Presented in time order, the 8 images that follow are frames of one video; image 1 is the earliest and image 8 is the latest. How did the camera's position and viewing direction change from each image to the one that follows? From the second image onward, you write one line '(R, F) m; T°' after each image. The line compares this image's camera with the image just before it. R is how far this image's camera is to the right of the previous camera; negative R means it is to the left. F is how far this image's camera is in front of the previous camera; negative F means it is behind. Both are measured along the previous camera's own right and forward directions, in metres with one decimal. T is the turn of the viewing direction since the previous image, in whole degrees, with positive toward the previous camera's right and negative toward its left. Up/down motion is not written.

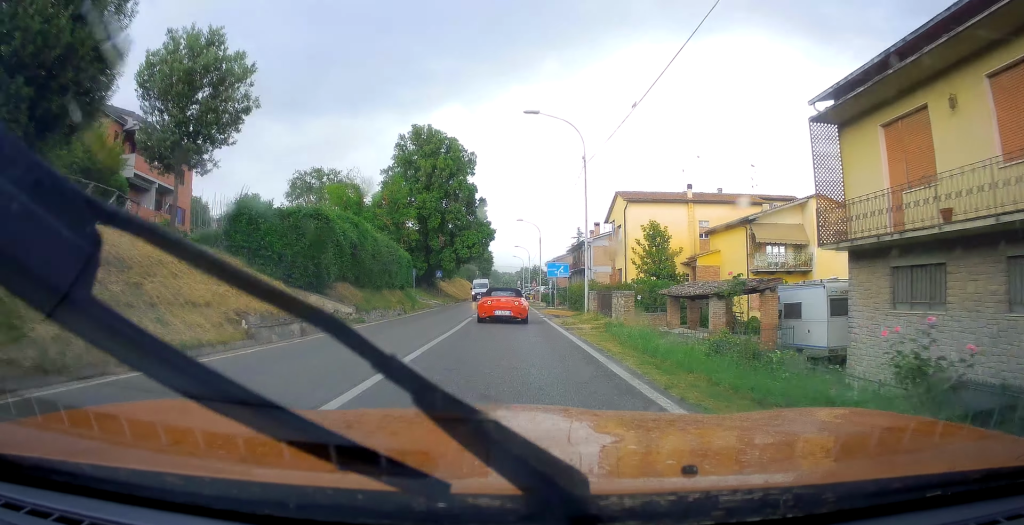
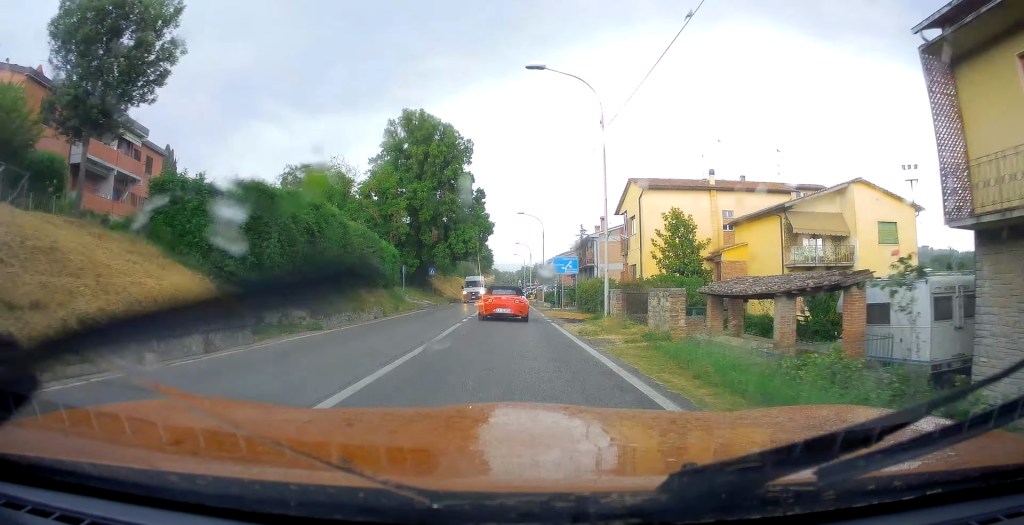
(-0.1, +5.3) m; +1°
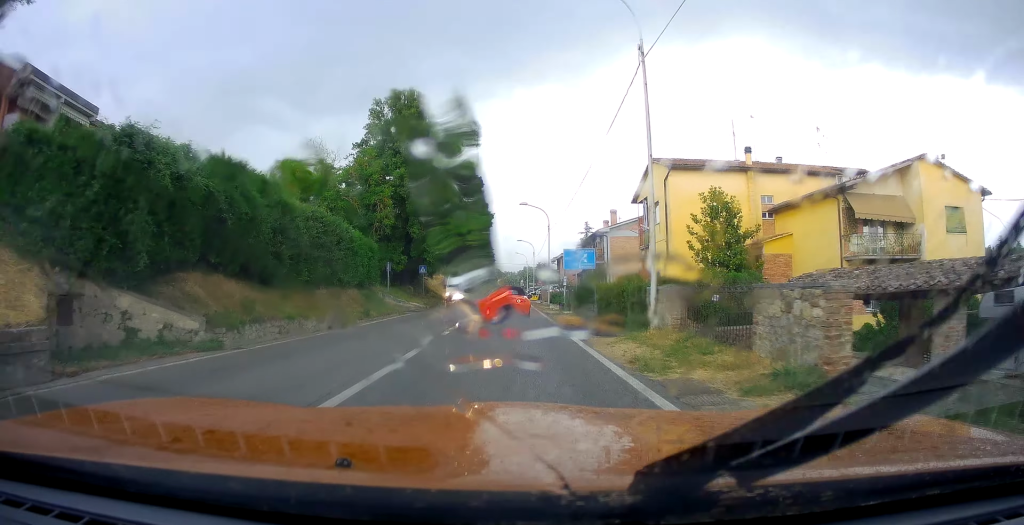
(+0.3, +7.1) m; +1°
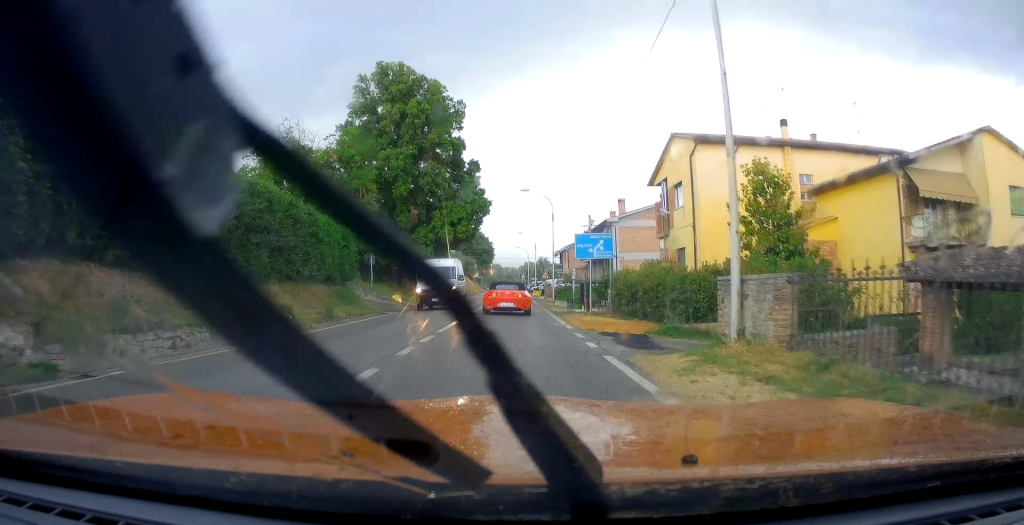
(+0.2, +5.2) m; +1°
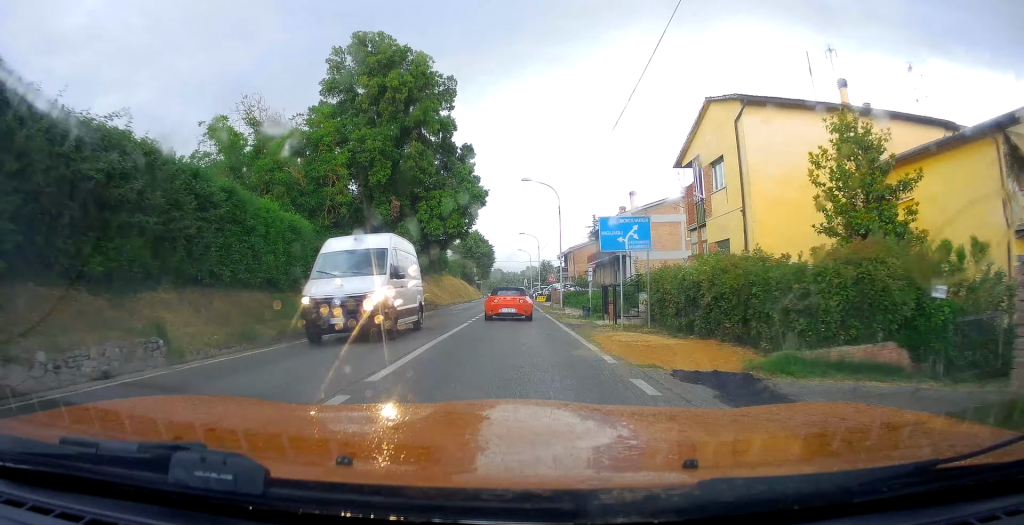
(-0.1, +6.9) m; -1°
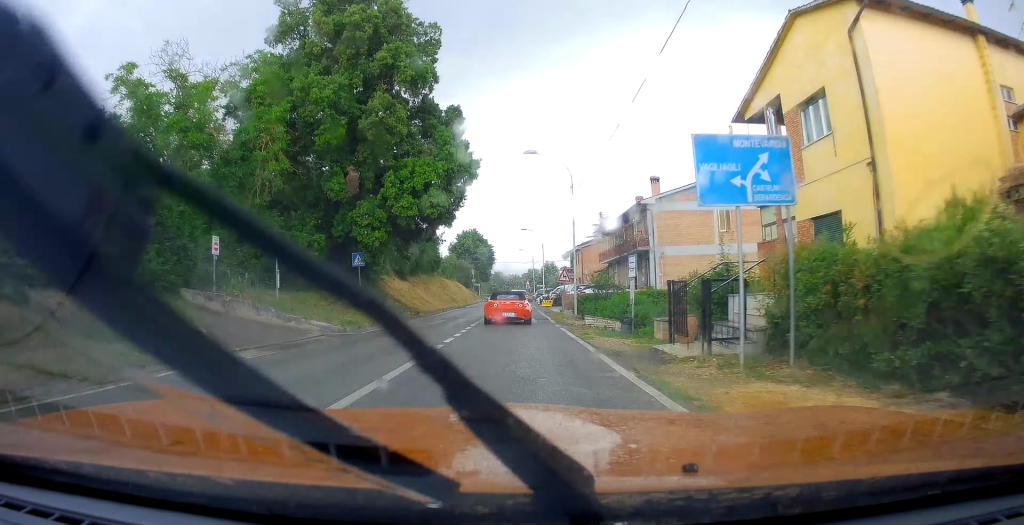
(-0.1, +9.6) m; -1°
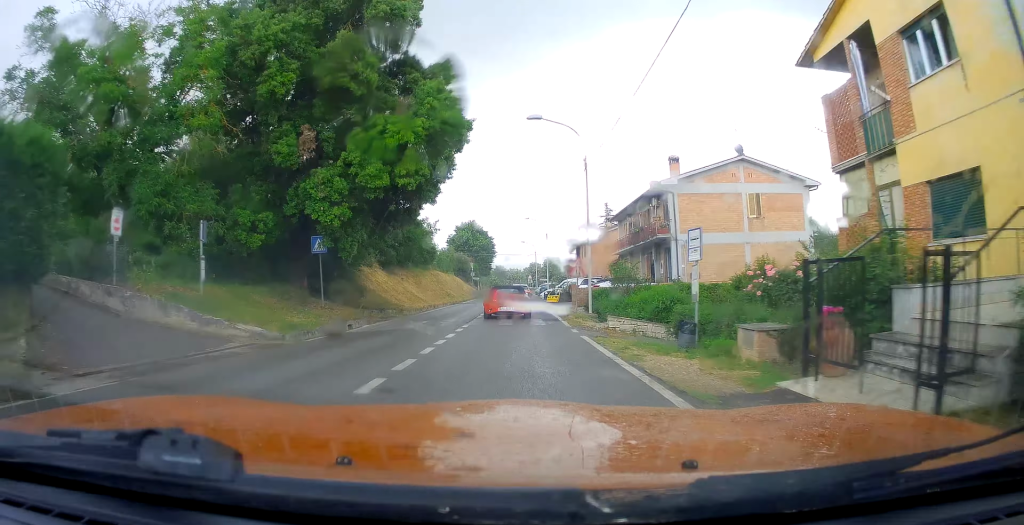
(0.0, +5.9) m; -1°
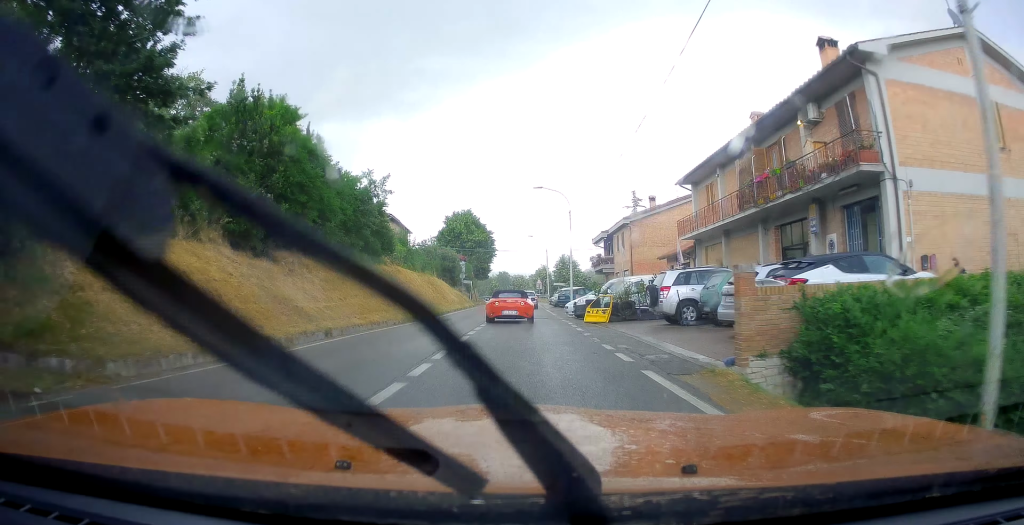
(-1.1, +23.5) m; -3°
